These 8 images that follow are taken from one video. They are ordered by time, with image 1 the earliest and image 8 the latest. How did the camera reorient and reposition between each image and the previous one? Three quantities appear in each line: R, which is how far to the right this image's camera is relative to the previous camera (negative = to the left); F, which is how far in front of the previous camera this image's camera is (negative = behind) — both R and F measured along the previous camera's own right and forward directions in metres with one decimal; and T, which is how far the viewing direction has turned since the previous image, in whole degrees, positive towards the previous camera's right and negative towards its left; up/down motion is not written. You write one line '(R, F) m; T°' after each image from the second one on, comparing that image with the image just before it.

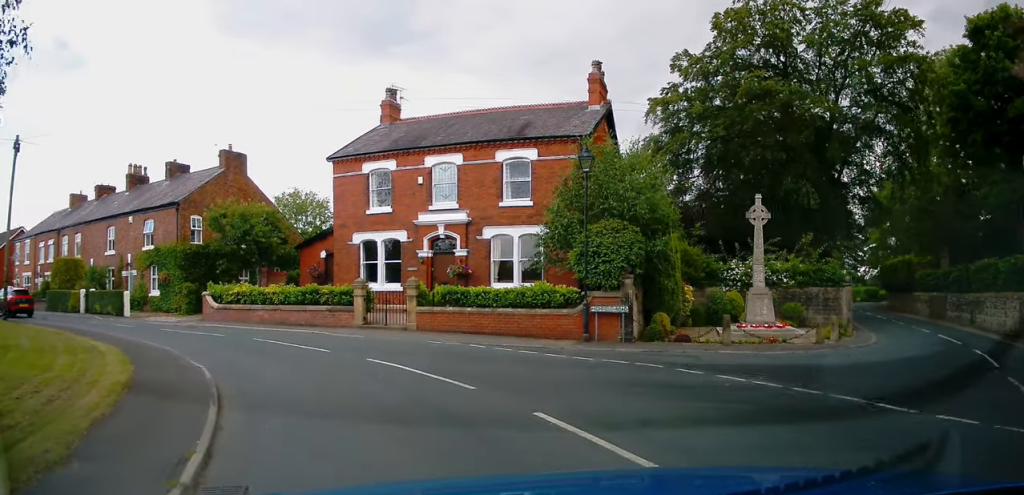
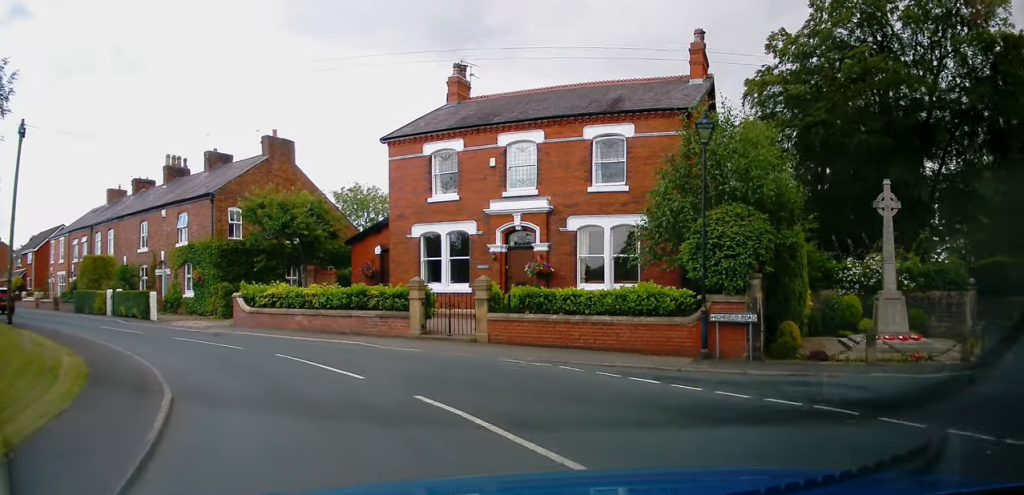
(-0.2, +3.8) m; -7°
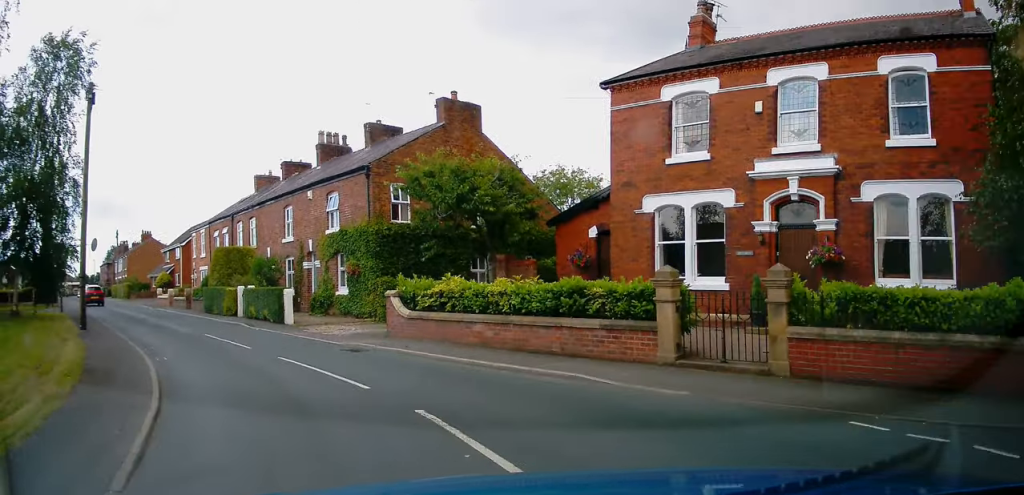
(-0.5, +6.2) m; -20°
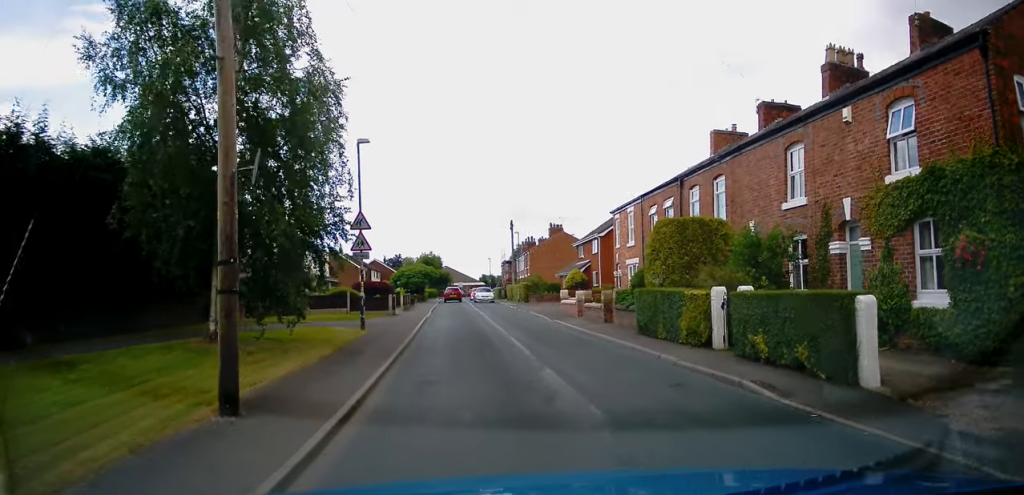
(-4.8, +12.0) m; -35°
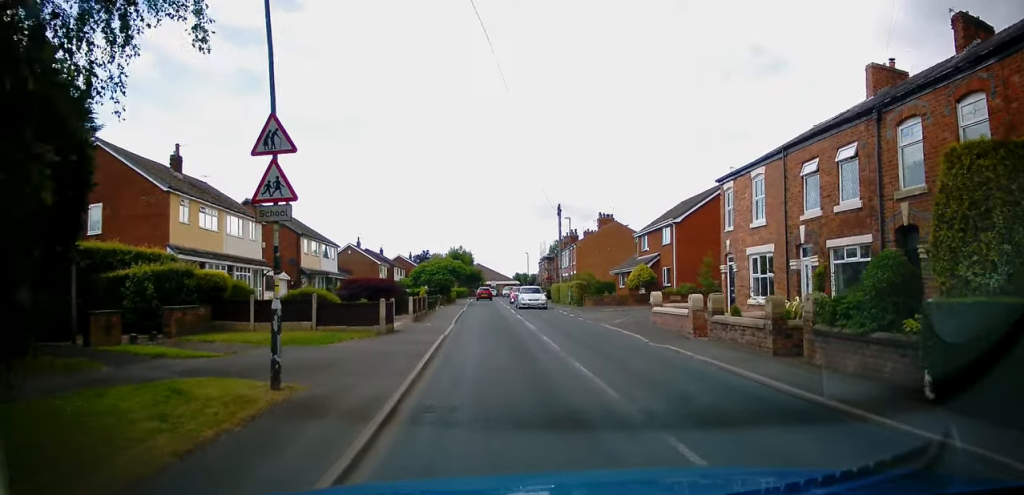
(-1.2, +10.5) m; -7°
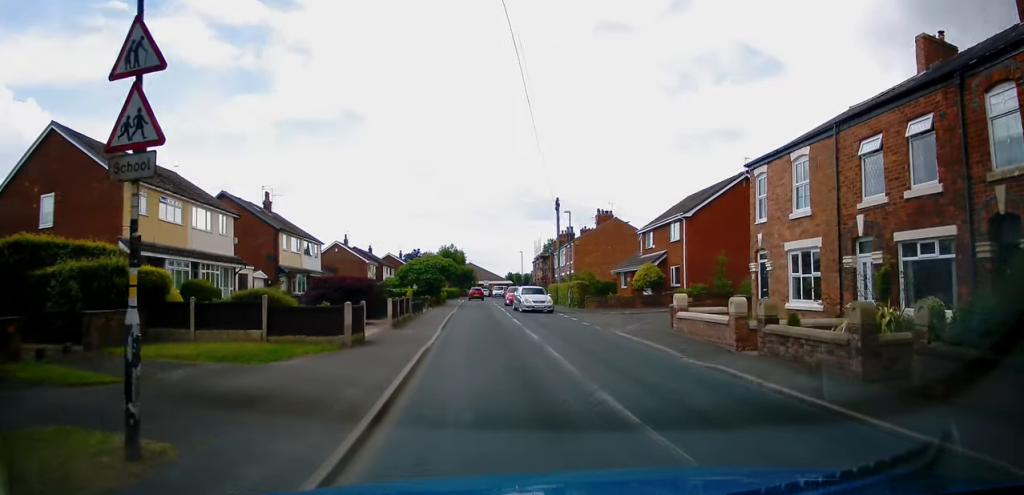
(+0.1, +3.3) m; +1°
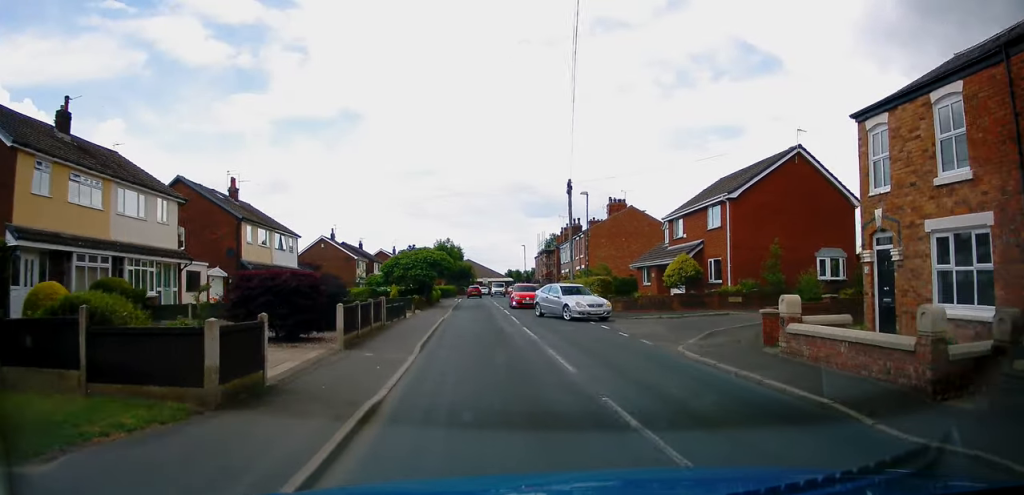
(0.0, +6.5) m; 0°
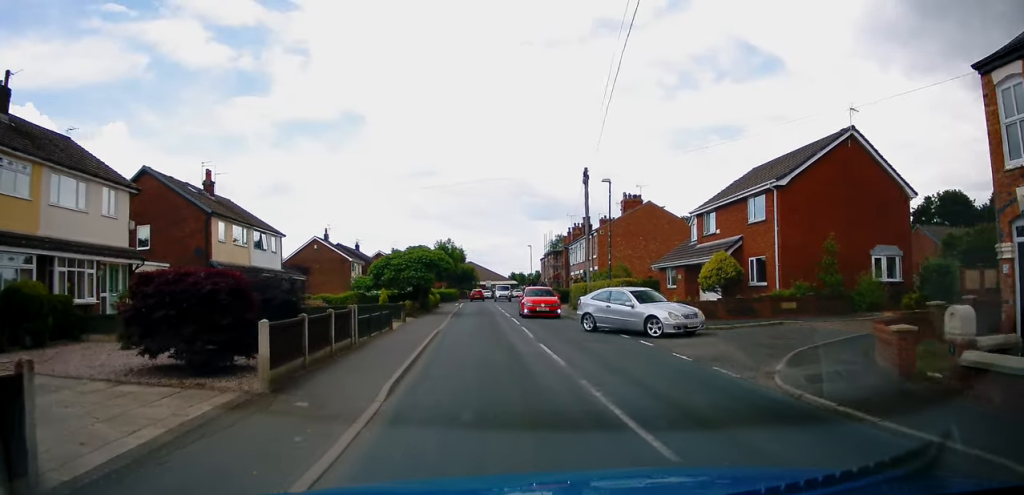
(0.0, +4.7) m; 0°
